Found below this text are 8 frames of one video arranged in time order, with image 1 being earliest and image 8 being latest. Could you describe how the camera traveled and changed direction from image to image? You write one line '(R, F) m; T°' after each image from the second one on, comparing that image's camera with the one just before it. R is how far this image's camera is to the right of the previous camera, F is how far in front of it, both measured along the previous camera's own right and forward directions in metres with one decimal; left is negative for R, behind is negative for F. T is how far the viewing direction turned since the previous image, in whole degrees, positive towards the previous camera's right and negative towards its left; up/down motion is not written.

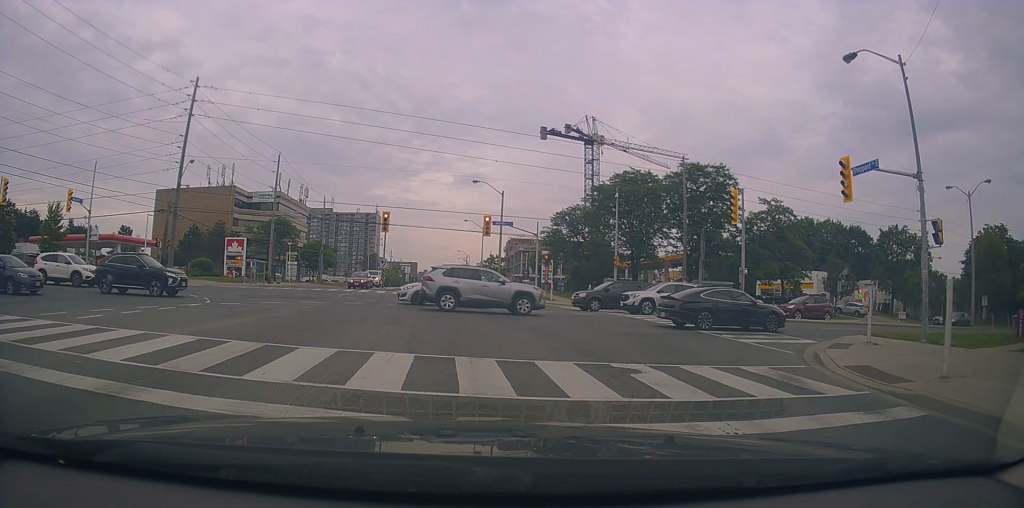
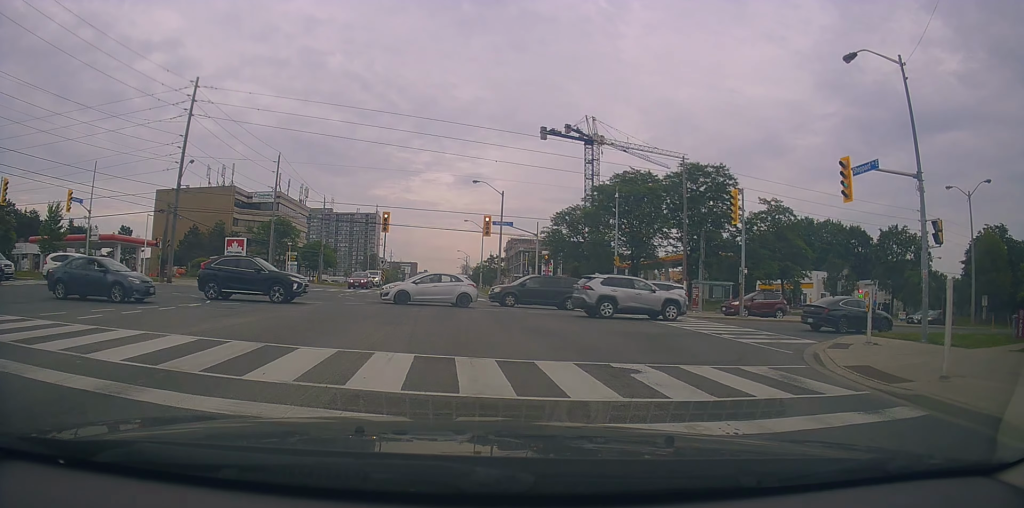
(0.0, 0.0) m; 0°
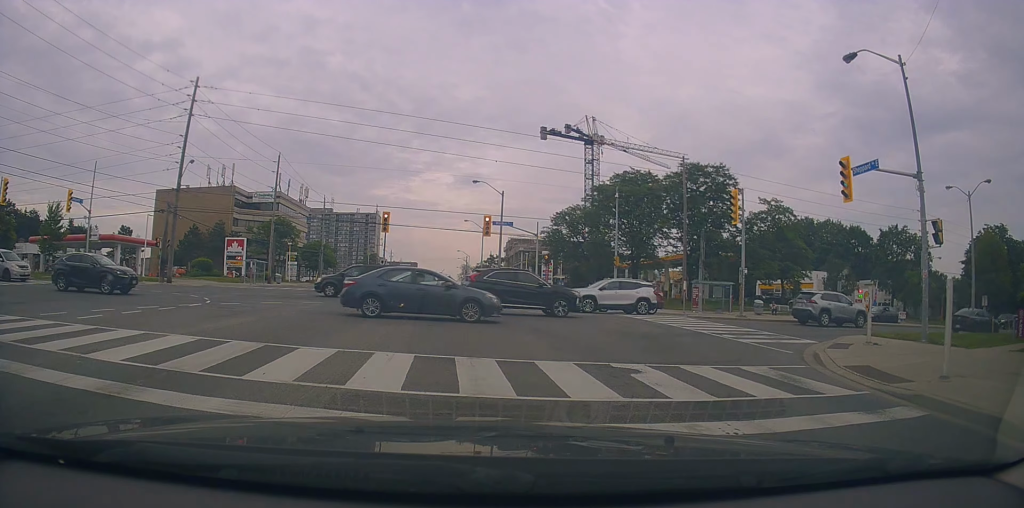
(0.0, 0.0) m; 0°
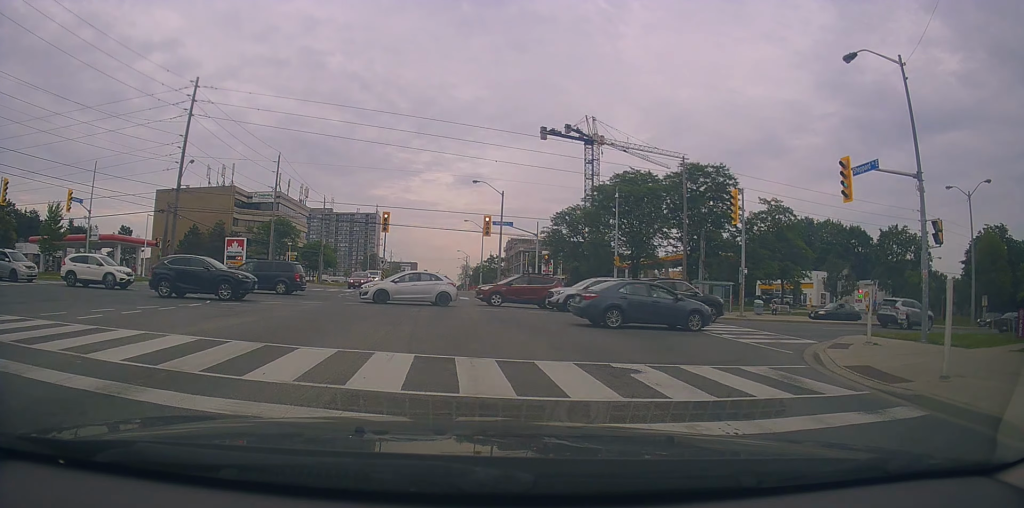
(0.0, 0.0) m; 0°
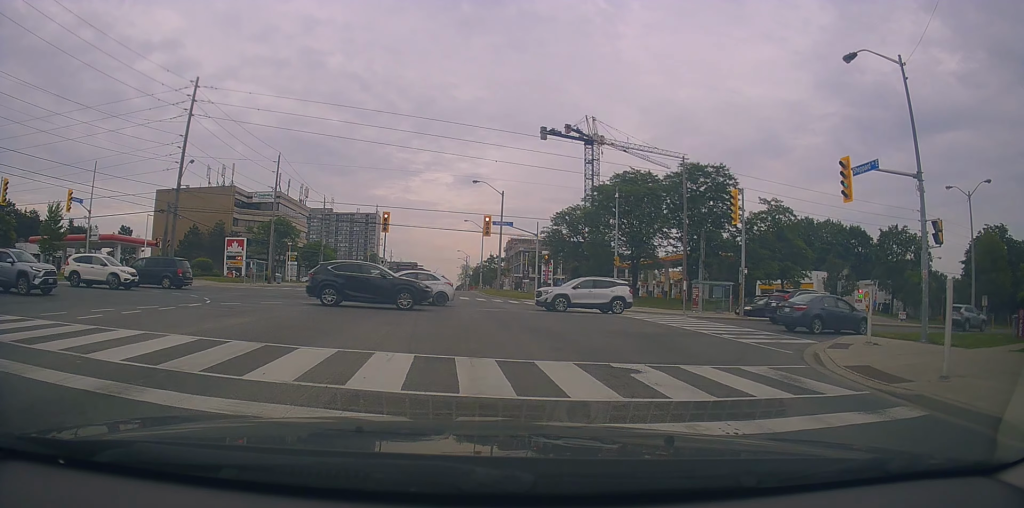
(0.0, 0.0) m; 0°
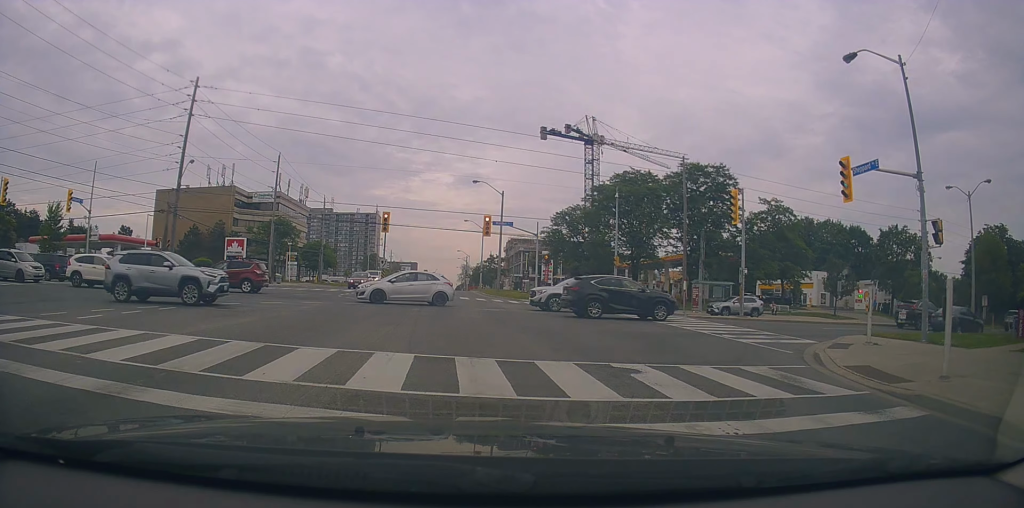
(0.0, 0.0) m; 0°
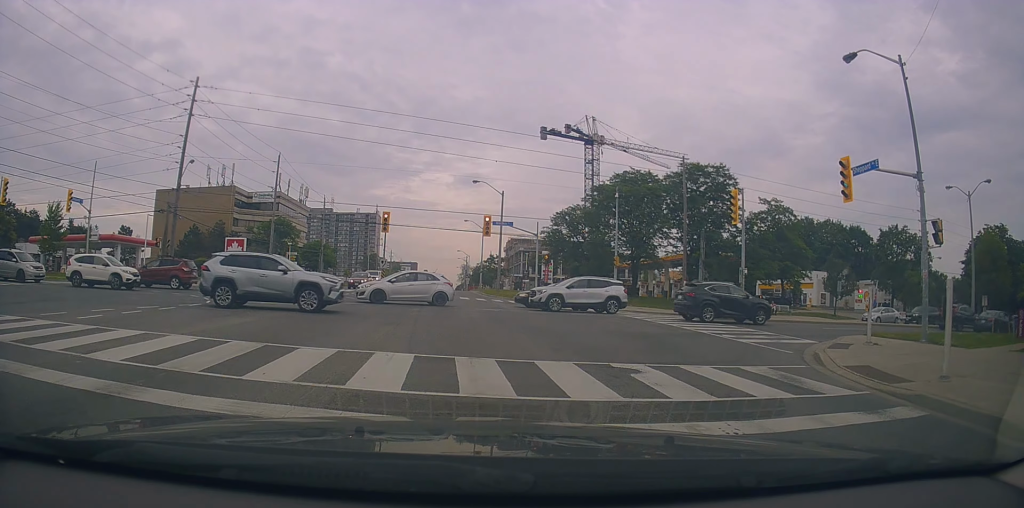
(0.0, 0.0) m; 0°
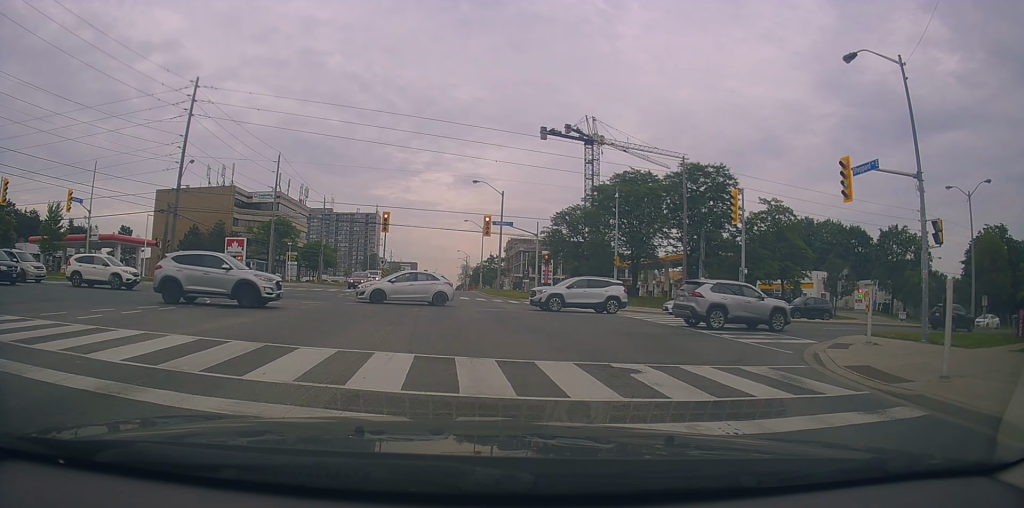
(0.0, 0.0) m; 0°
